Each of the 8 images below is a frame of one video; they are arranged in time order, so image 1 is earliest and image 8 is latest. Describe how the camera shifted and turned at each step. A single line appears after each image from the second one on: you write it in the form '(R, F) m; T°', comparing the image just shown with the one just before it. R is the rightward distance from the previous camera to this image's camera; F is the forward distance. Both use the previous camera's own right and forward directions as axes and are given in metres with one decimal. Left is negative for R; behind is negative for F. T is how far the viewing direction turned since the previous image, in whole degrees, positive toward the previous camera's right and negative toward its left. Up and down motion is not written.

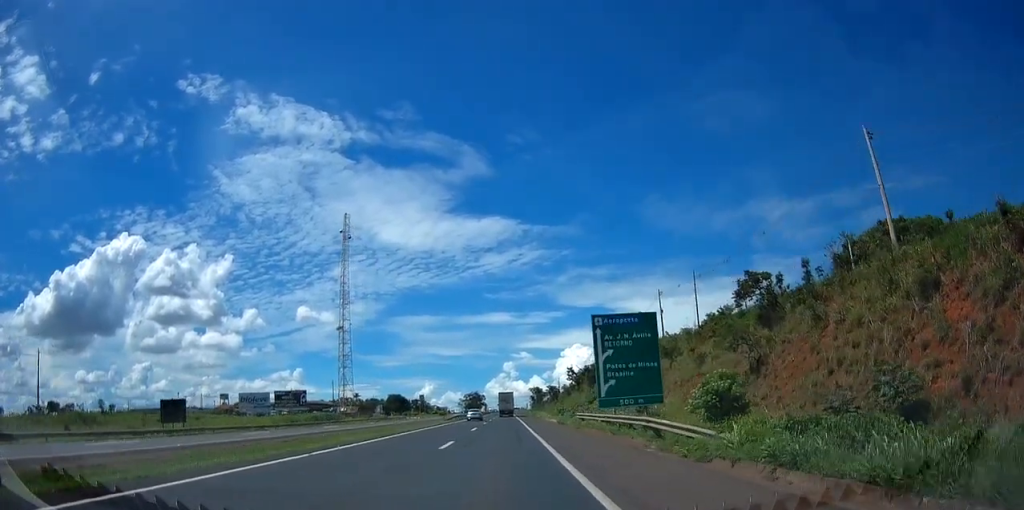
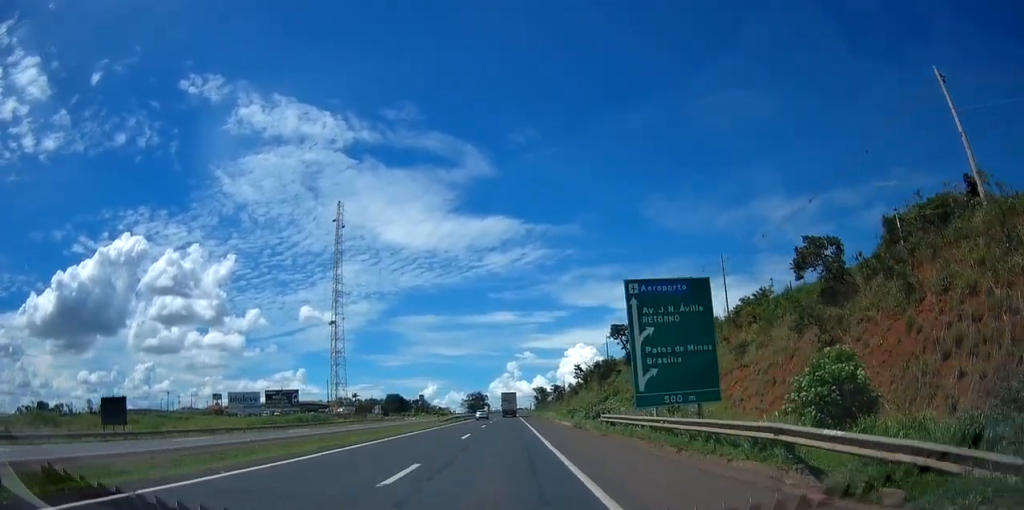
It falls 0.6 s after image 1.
(0.0, +9.5) m; -1°
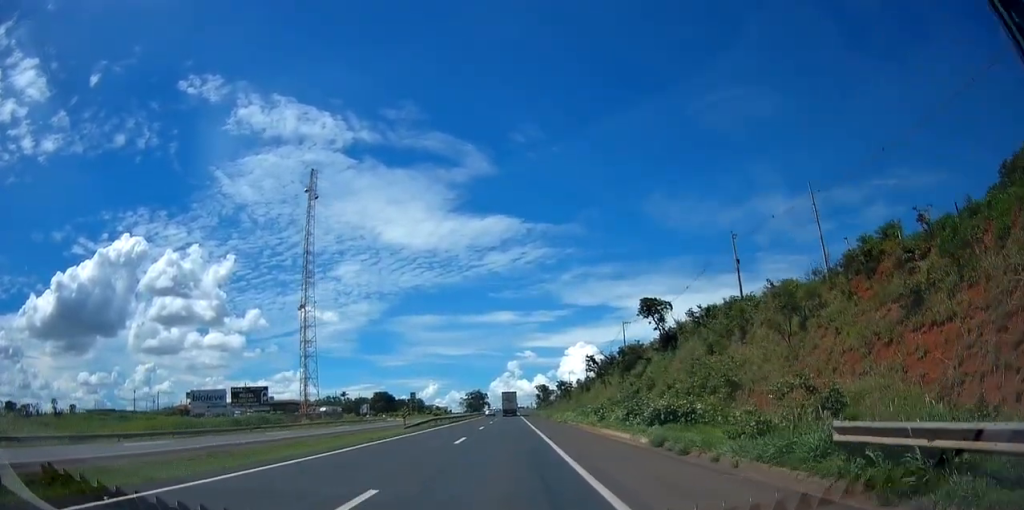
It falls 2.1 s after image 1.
(-0.7, +22.5) m; 0°
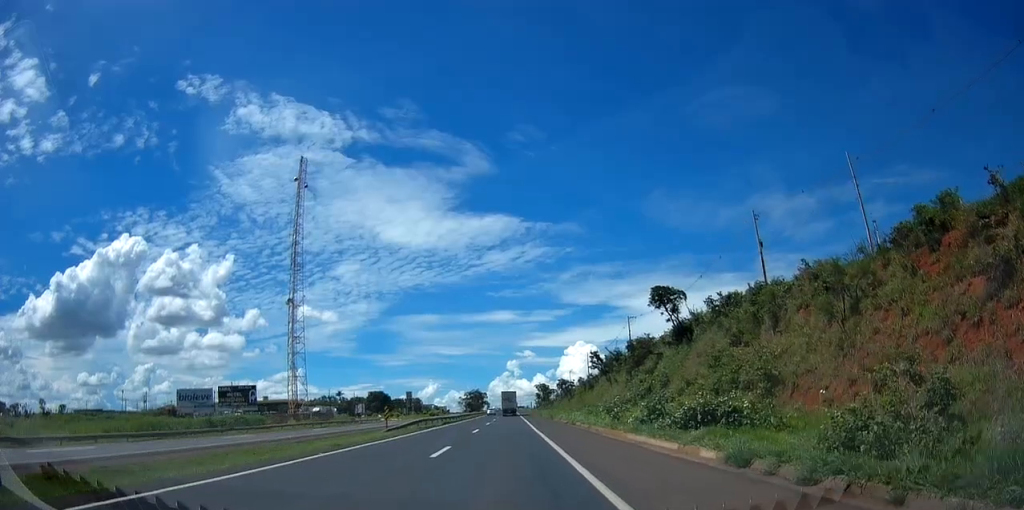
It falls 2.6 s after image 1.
(0.0, +6.7) m; +1°
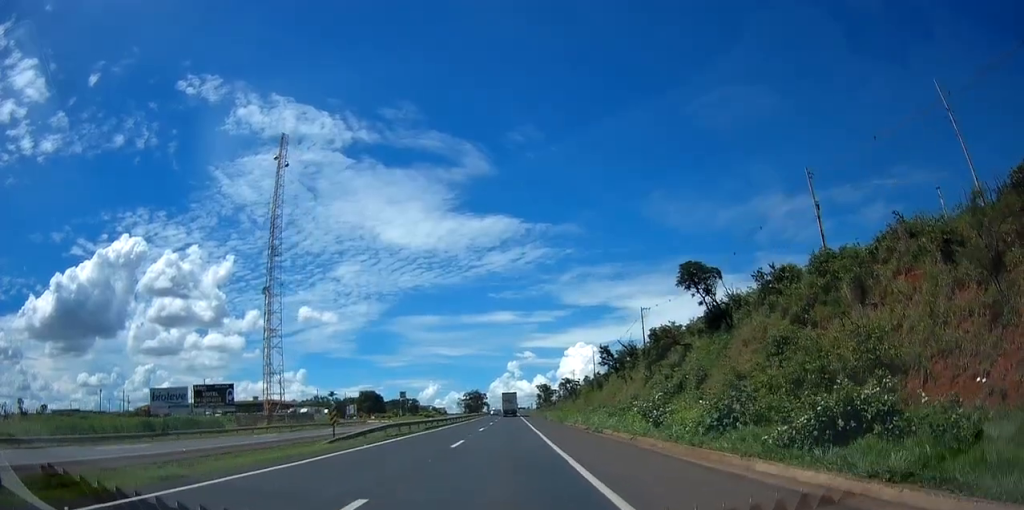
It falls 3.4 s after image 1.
(+0.9, +12.3) m; 0°
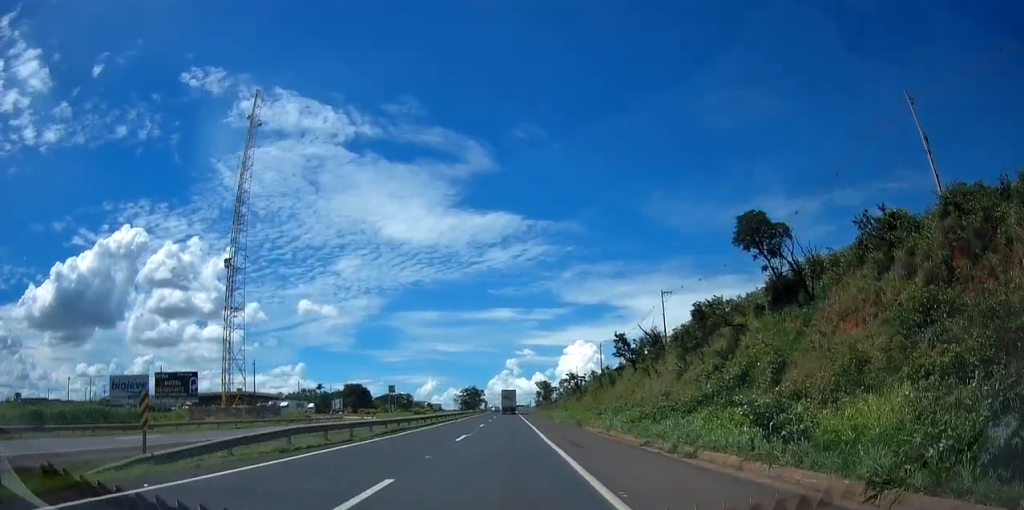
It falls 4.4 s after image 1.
(-1.1, +15.6) m; -2°
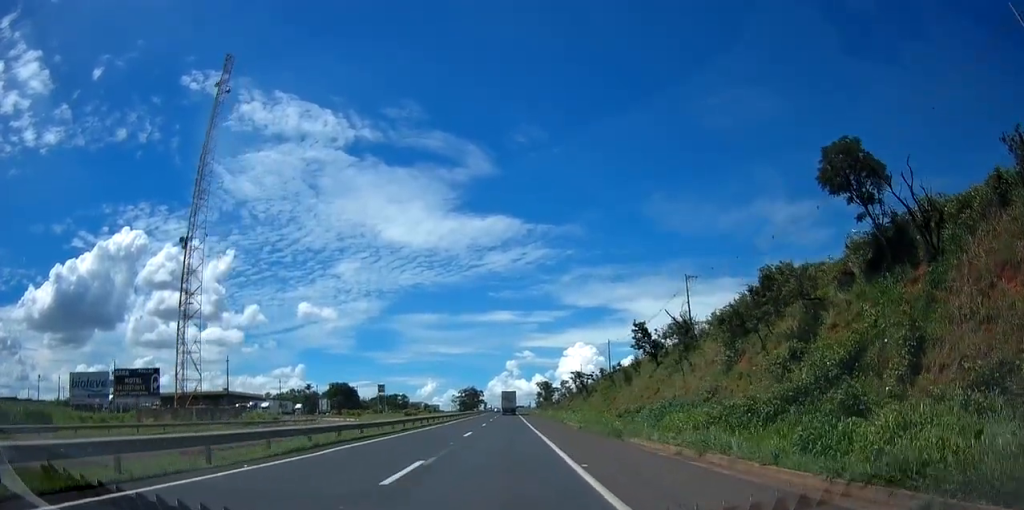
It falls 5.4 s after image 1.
(+0.5, +14.0) m; +2°
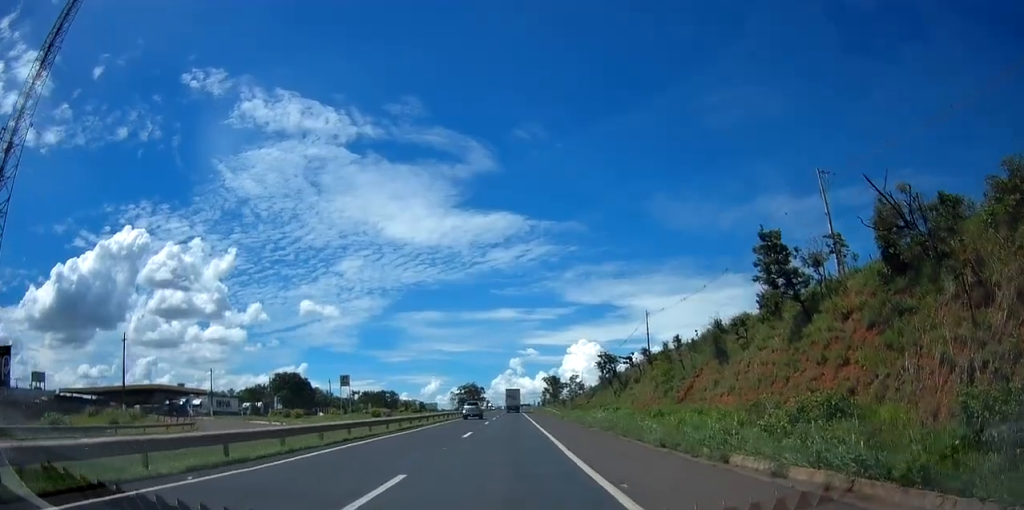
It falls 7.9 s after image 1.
(+0.1, +39.3) m; 0°
